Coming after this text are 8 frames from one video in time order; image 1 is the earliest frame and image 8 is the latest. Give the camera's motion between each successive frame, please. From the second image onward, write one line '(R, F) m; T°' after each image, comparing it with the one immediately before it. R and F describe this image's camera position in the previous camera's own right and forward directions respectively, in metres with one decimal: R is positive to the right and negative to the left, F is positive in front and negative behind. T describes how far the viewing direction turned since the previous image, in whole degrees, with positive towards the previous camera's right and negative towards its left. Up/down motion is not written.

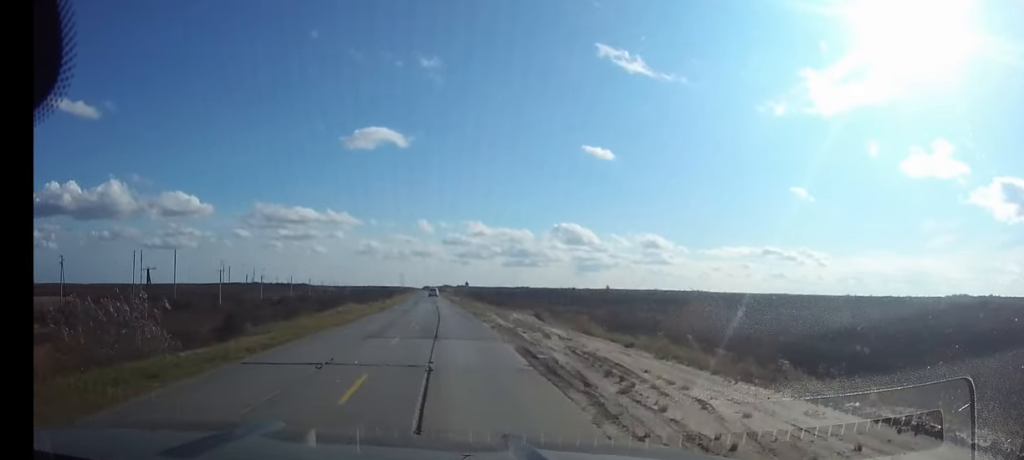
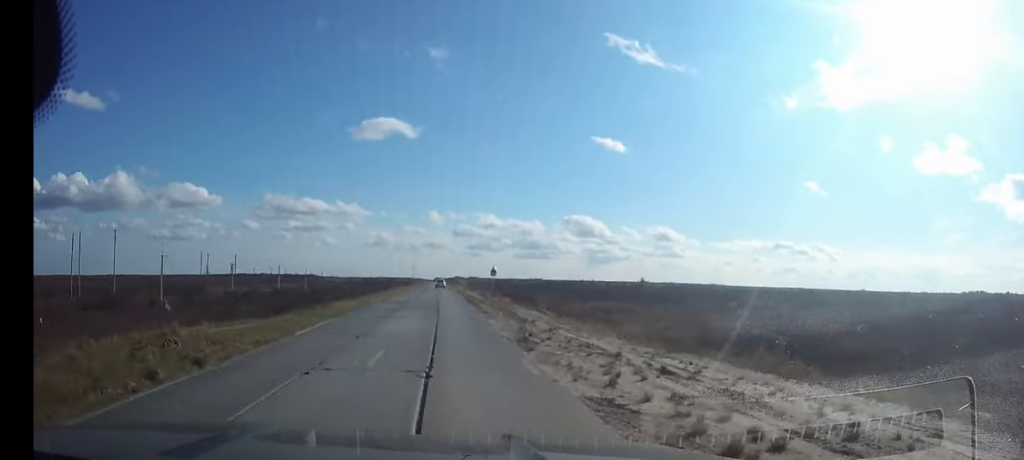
(-0.3, +36.7) m; -1°
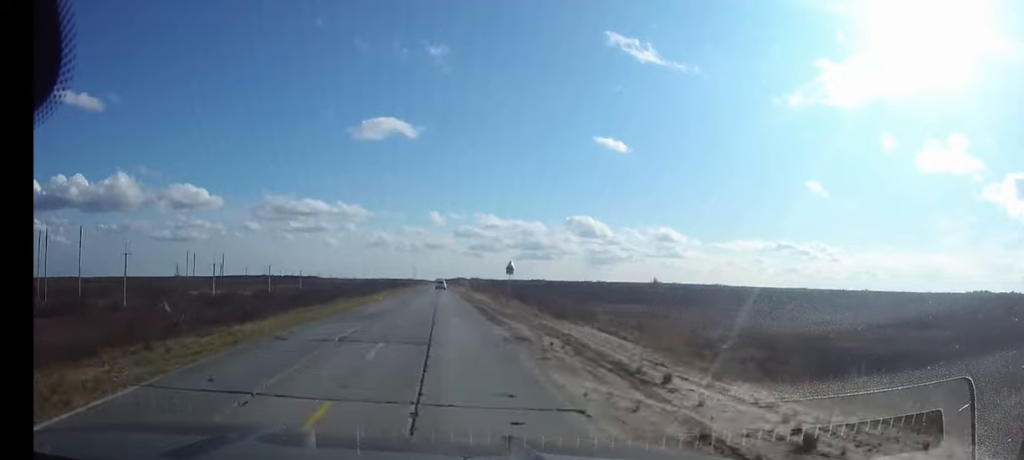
(-0.1, +14.0) m; 0°
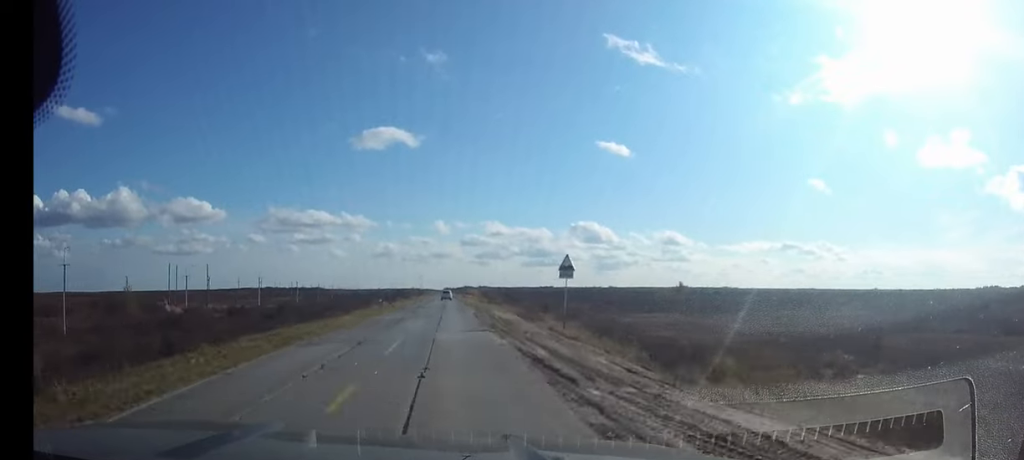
(-0.1, +20.5) m; 0°
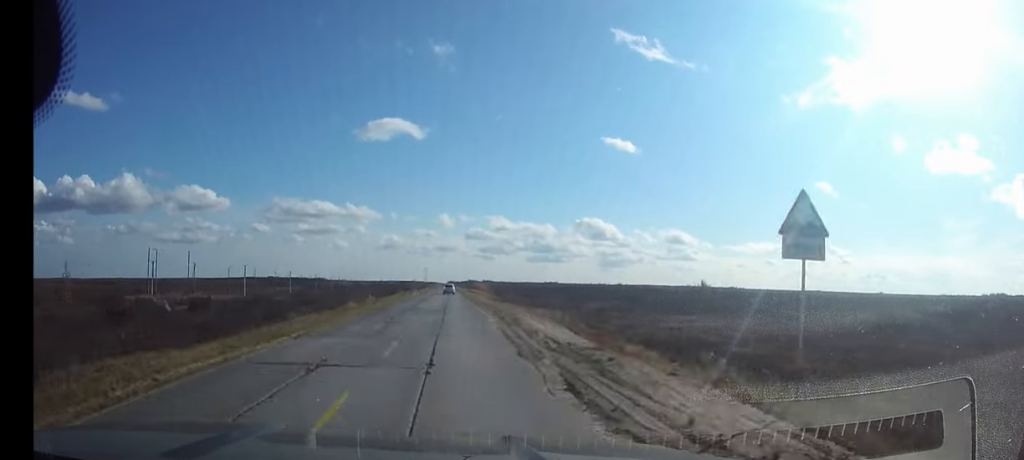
(-0.1, +17.2) m; 0°
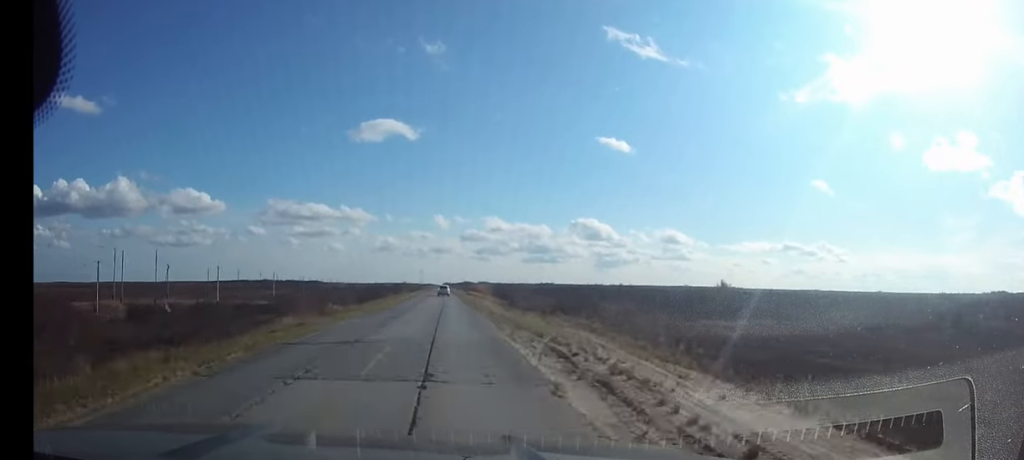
(0.0, +20.1) m; 0°
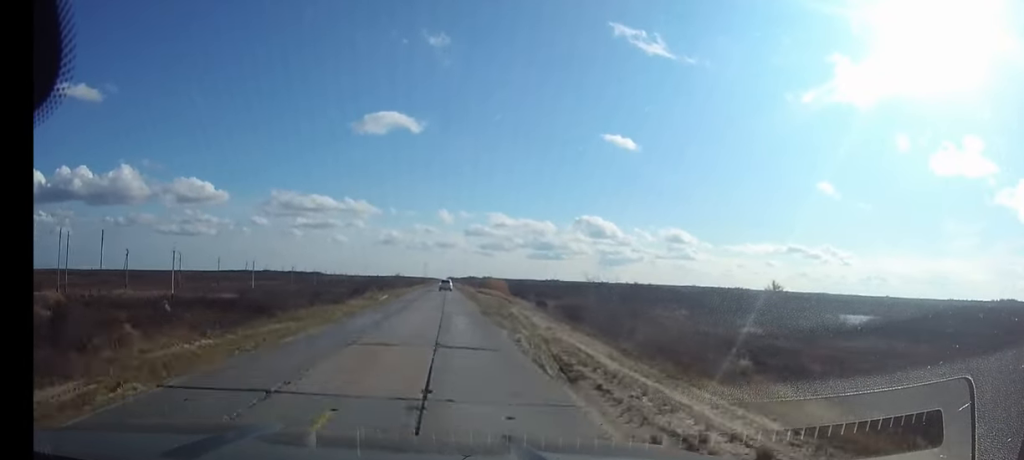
(0.0, +32.1) m; 0°
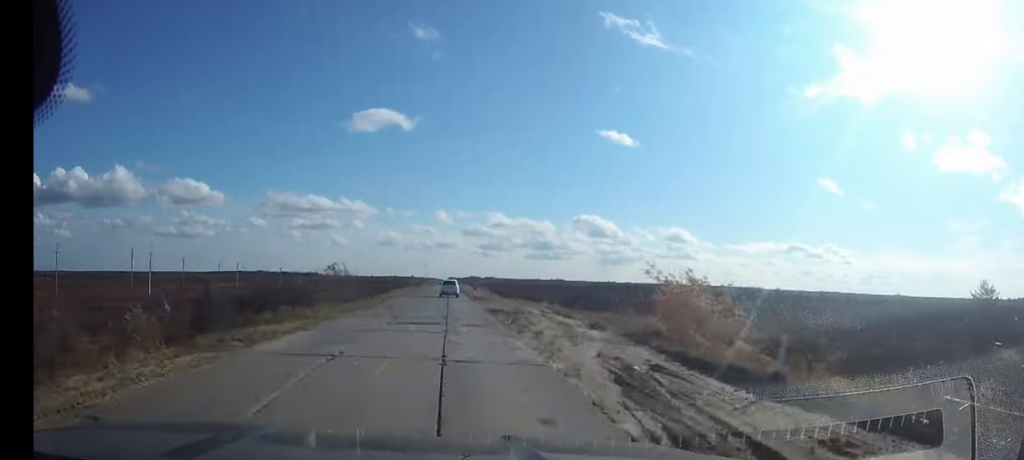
(-0.1, +80.9) m; 0°
